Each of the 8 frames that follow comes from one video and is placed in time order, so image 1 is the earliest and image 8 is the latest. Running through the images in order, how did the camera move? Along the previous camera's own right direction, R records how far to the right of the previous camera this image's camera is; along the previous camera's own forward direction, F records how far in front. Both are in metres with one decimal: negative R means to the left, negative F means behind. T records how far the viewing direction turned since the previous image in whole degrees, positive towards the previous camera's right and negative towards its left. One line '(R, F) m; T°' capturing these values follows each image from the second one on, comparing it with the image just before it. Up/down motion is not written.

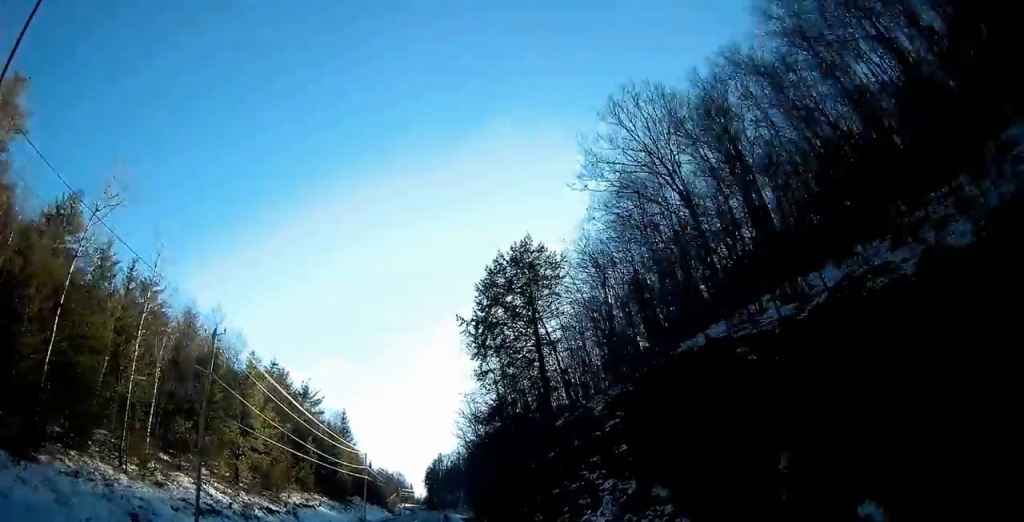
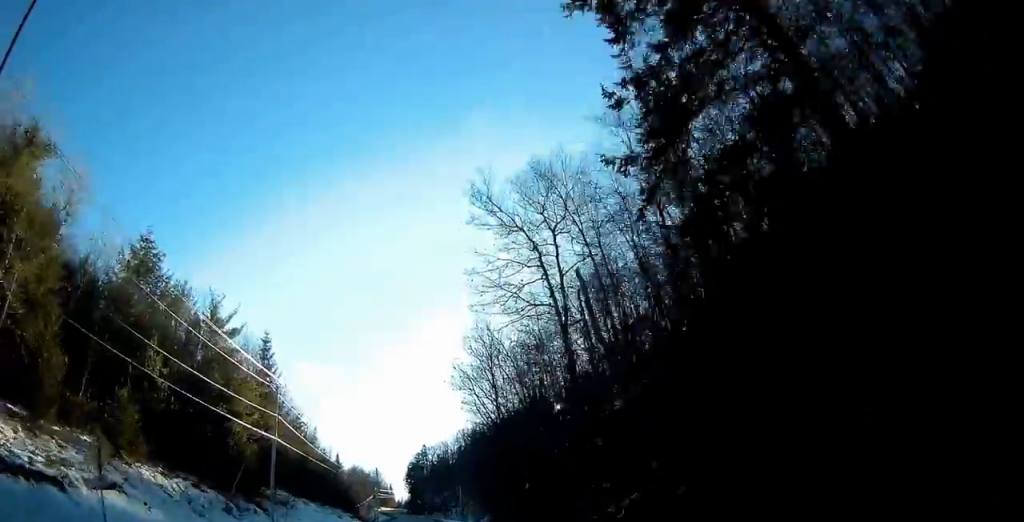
(+0.3, +48.7) m; +2°
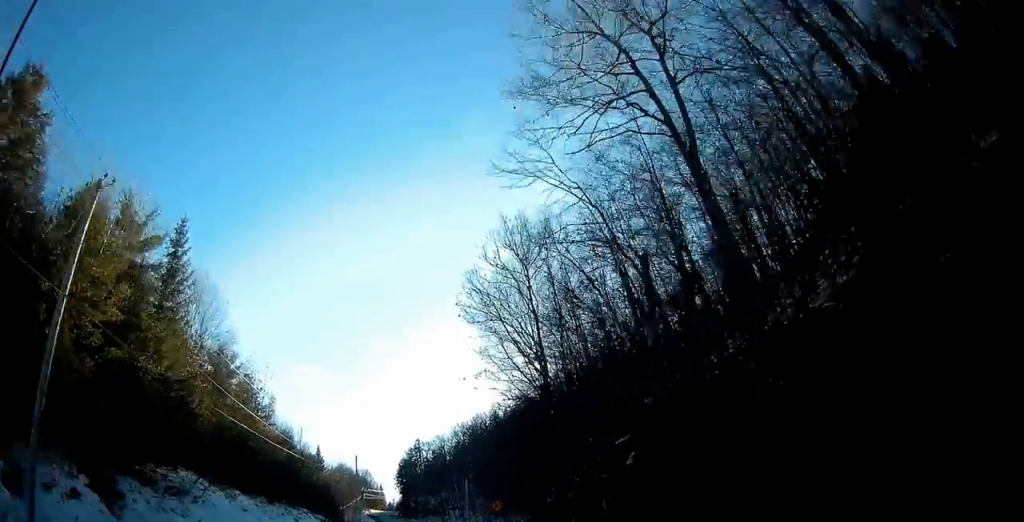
(+0.3, +25.3) m; +1°
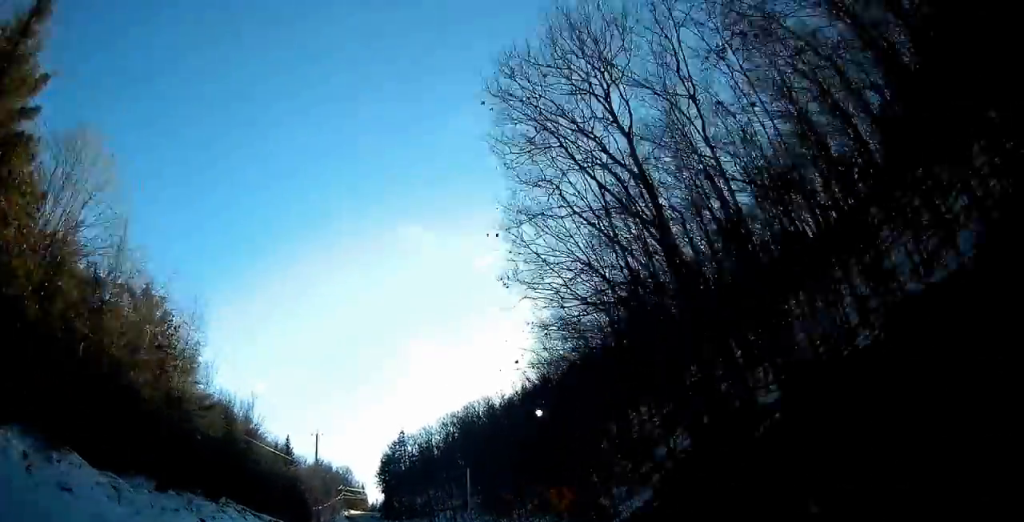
(-0.1, +21.4) m; +1°
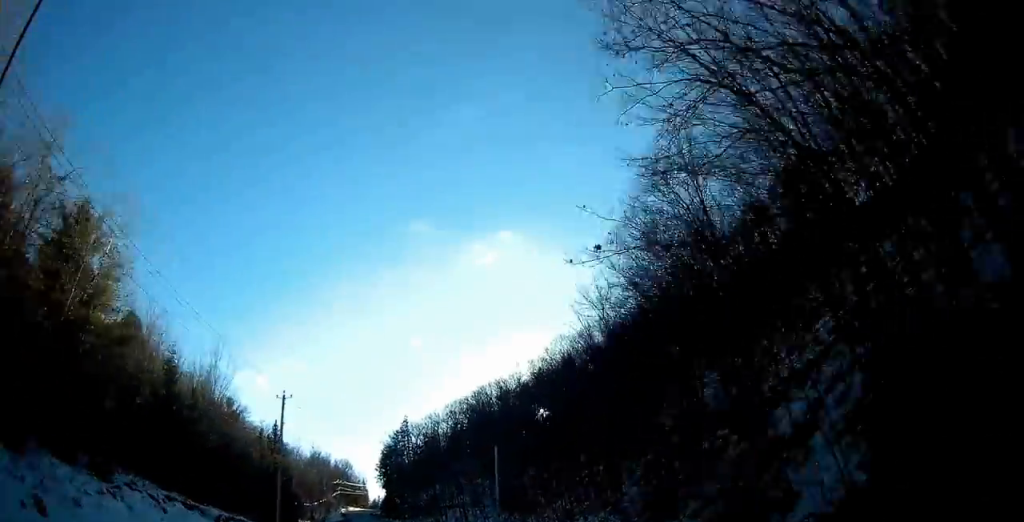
(+0.2, +16.4) m; +1°
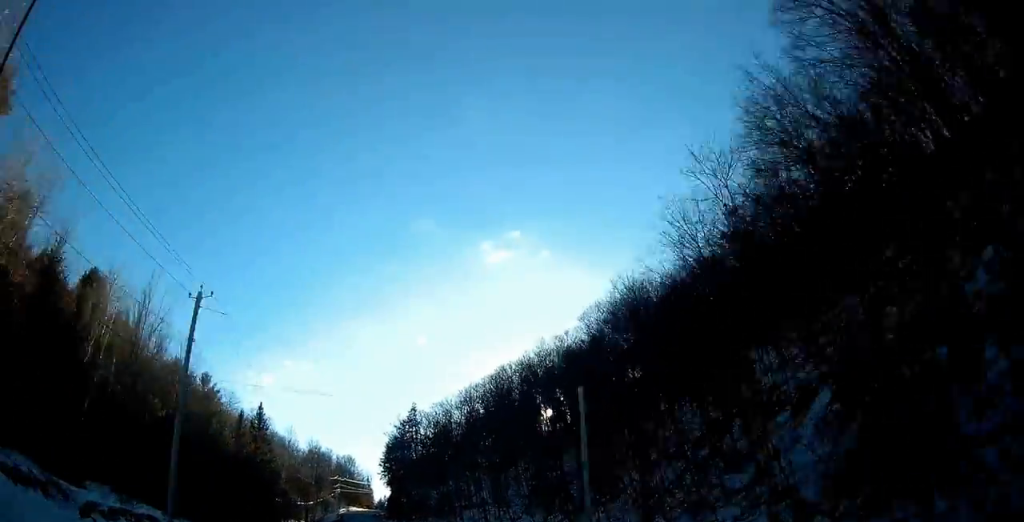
(+0.1, +18.5) m; -1°
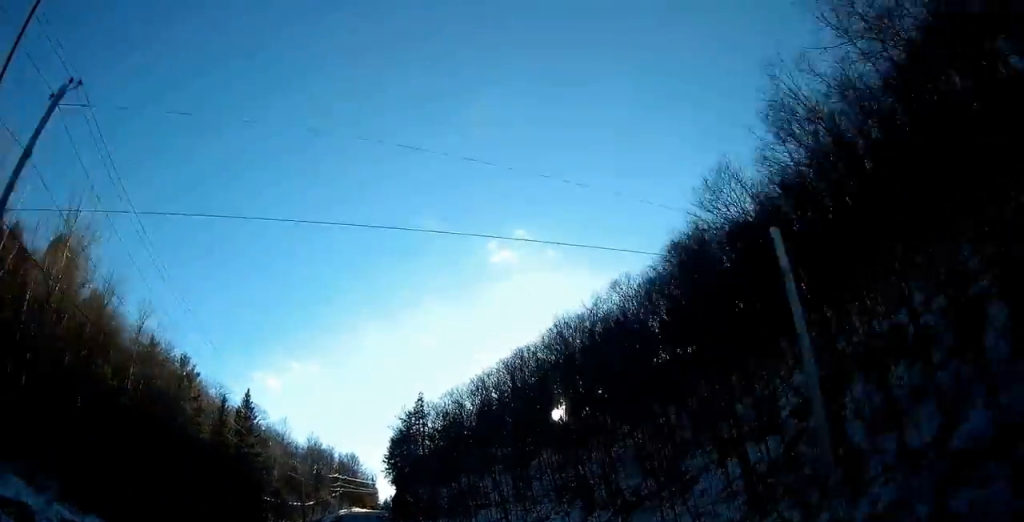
(-0.1, +12.3) m; -1°
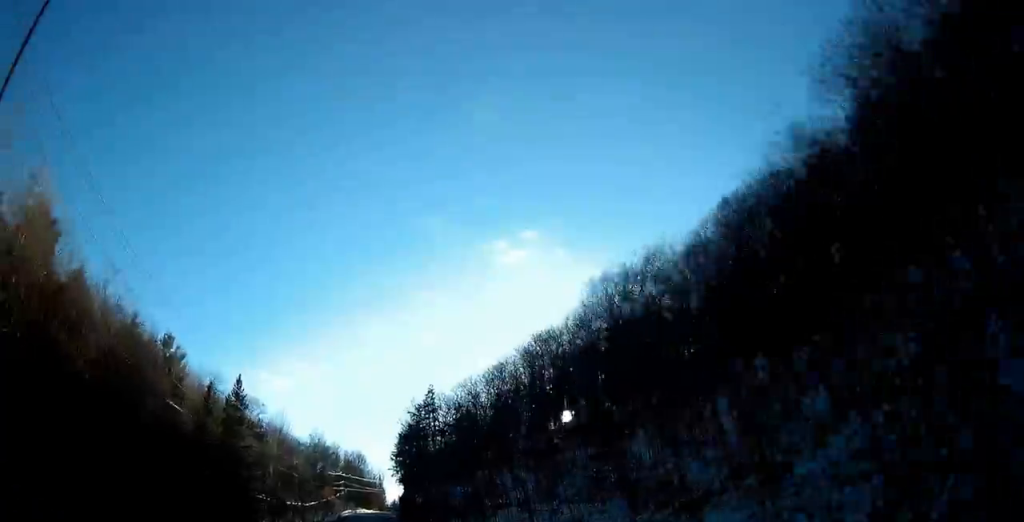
(-0.2, +9.5) m; -1°
